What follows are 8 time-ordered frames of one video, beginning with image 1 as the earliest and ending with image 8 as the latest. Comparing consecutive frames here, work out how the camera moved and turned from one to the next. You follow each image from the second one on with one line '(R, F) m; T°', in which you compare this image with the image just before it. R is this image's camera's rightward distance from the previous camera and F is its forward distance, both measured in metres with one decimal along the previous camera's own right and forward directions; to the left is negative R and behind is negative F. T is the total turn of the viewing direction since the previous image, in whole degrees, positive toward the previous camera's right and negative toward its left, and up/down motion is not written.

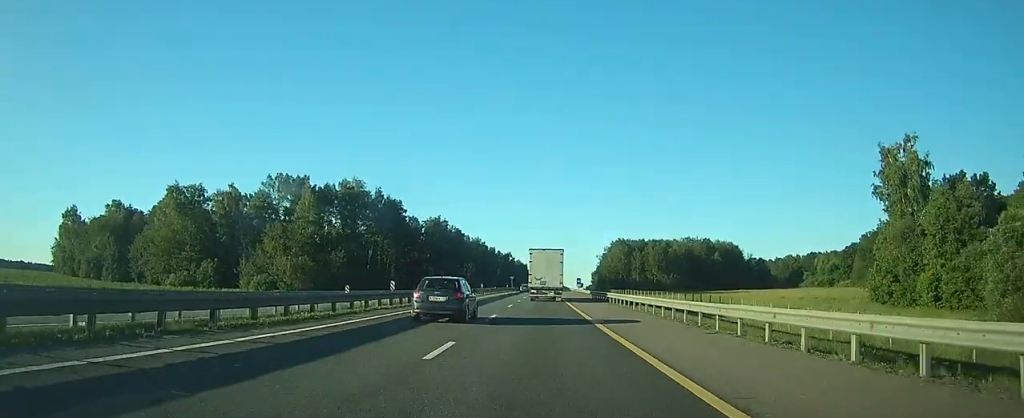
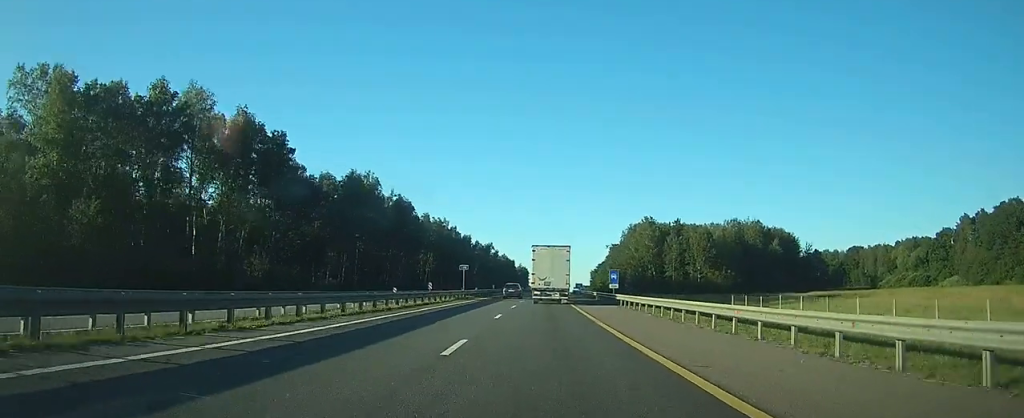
(+1.1, +71.0) m; +2°
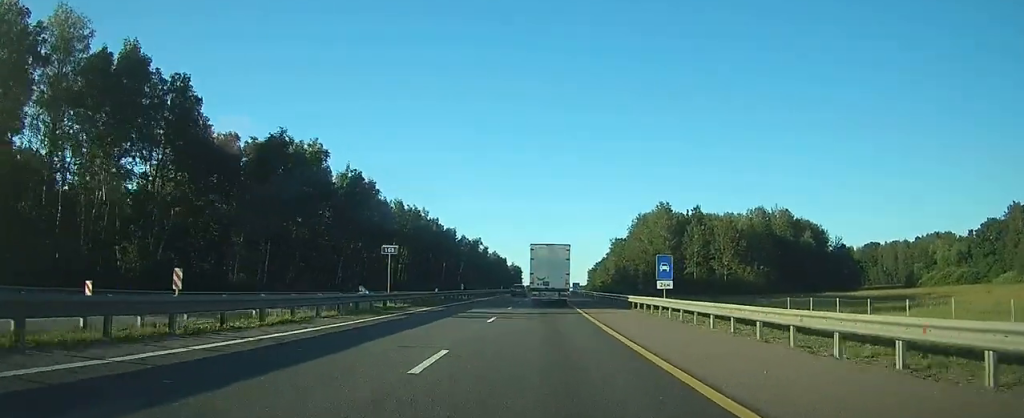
(+0.1, +26.2) m; 0°
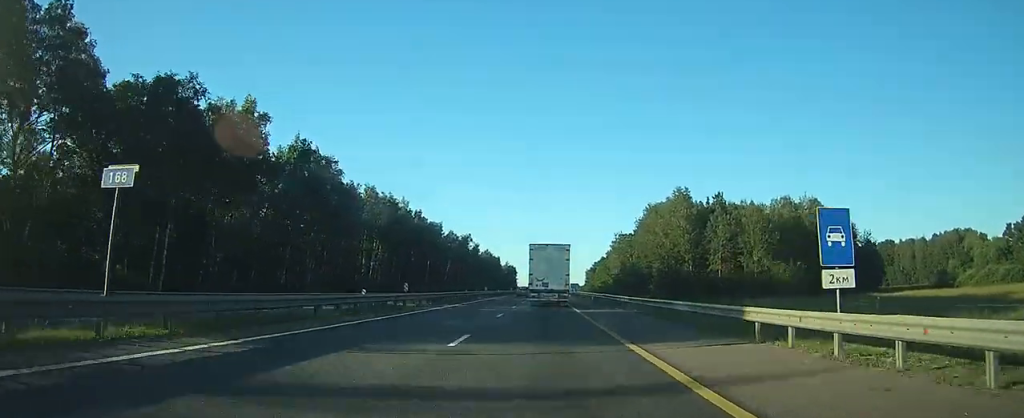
(+0.1, +20.3) m; 0°
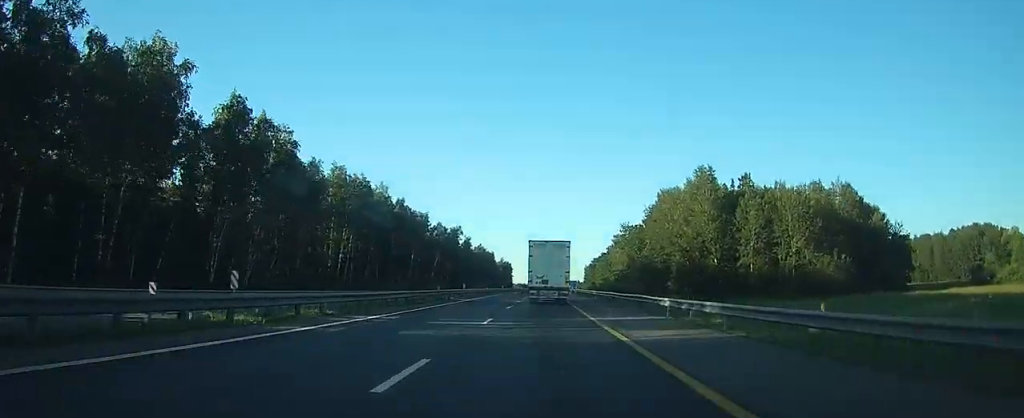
(0.0, +17.6) m; 0°
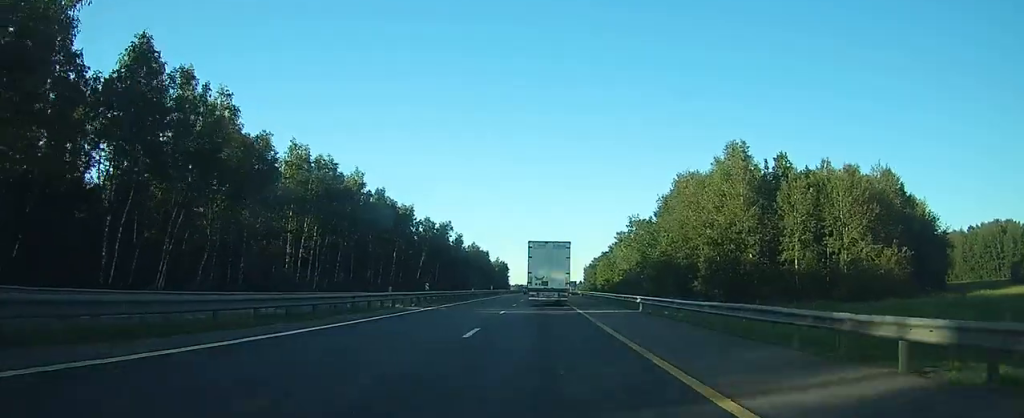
(0.0, +16.7) m; 0°
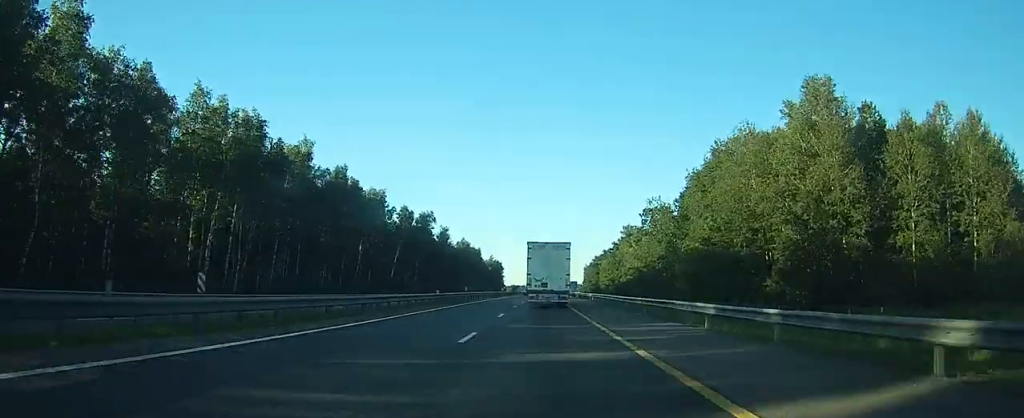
(0.0, +24.9) m; 0°
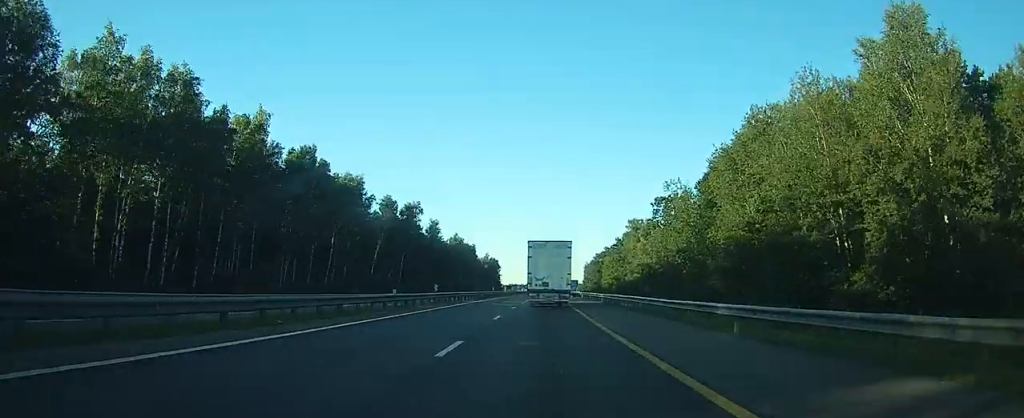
(0.0, +14.9) m; 0°
